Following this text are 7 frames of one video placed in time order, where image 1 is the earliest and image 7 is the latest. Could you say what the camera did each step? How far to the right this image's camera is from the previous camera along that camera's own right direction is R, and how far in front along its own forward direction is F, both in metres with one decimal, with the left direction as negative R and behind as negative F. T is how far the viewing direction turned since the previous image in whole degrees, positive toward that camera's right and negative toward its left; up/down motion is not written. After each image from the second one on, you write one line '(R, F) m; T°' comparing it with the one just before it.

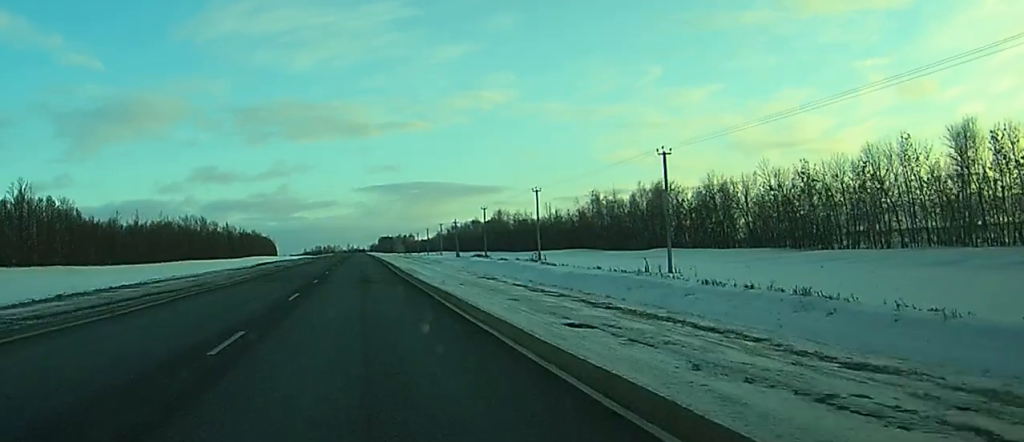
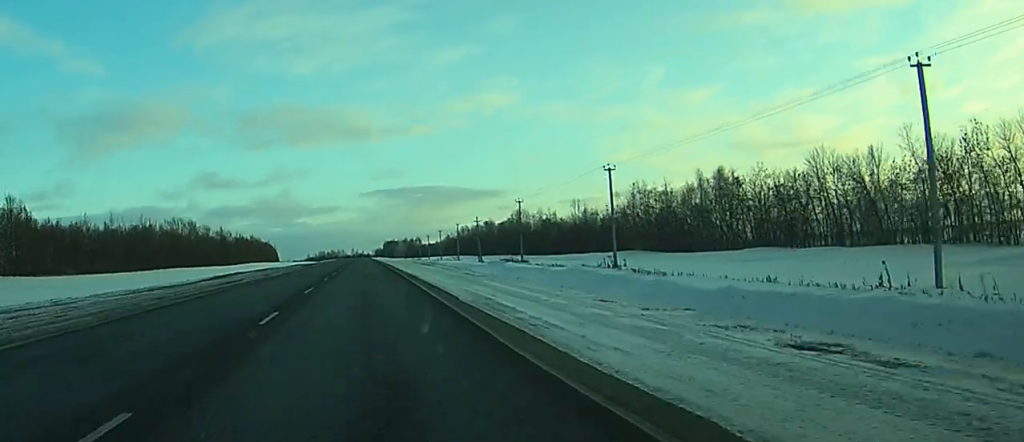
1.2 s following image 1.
(+0.1, +30.7) m; 0°
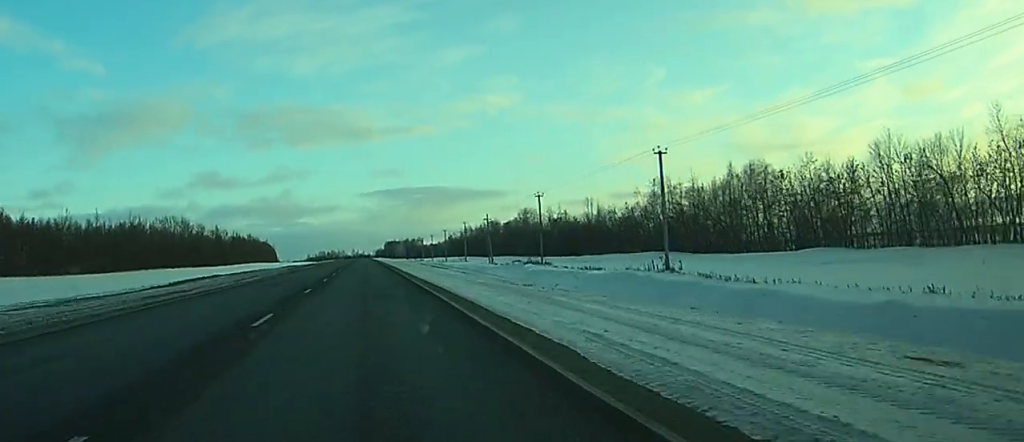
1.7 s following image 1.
(0.0, +13.2) m; 0°
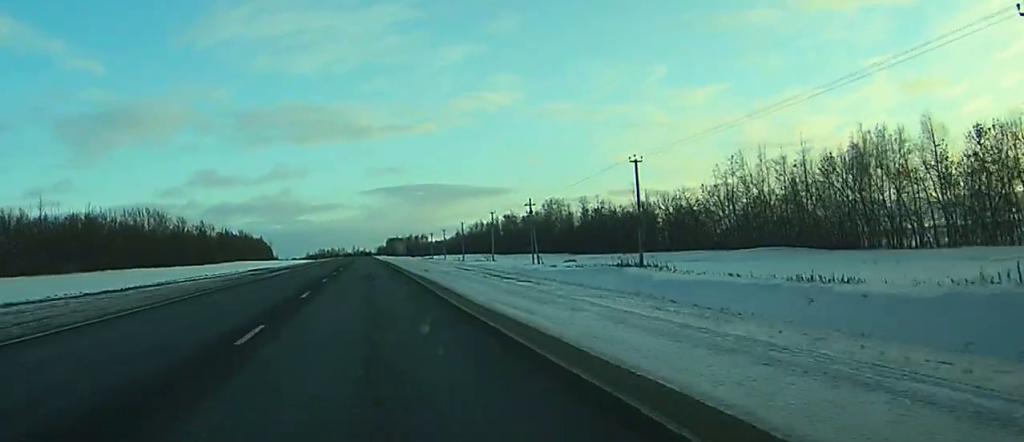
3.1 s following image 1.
(-0.2, +38.6) m; -1°
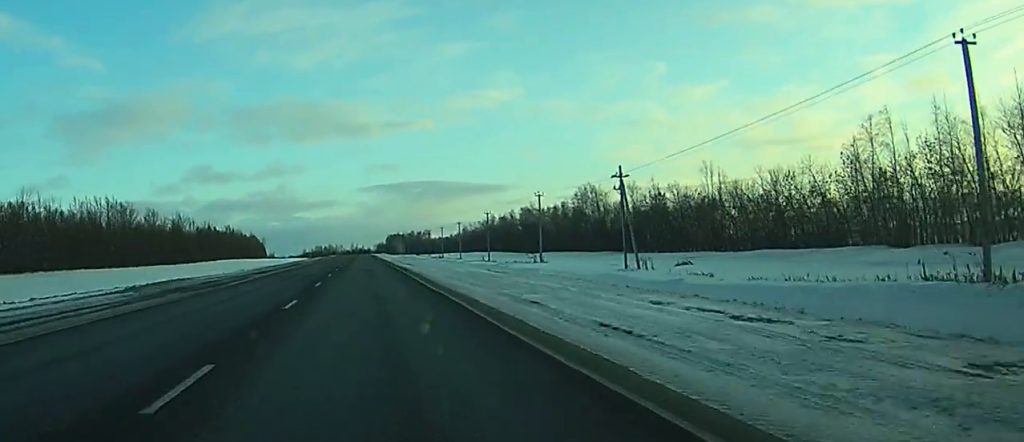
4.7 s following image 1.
(-0.2, +41.1) m; 0°
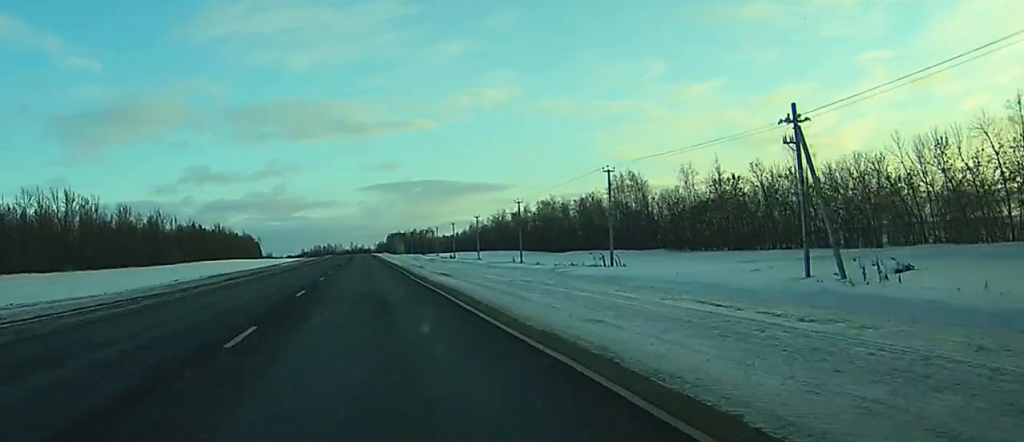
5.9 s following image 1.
(+0.1, +31.4) m; 0°
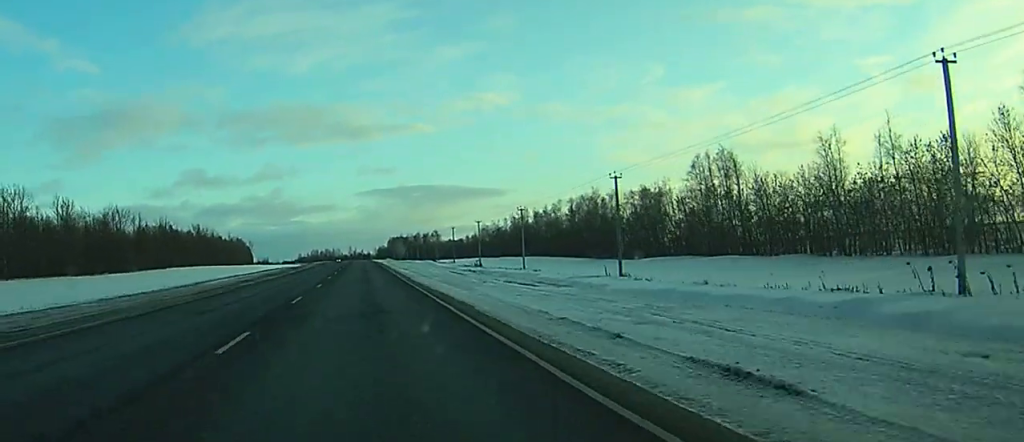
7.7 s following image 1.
(+0.3, +47.9) m; 0°
